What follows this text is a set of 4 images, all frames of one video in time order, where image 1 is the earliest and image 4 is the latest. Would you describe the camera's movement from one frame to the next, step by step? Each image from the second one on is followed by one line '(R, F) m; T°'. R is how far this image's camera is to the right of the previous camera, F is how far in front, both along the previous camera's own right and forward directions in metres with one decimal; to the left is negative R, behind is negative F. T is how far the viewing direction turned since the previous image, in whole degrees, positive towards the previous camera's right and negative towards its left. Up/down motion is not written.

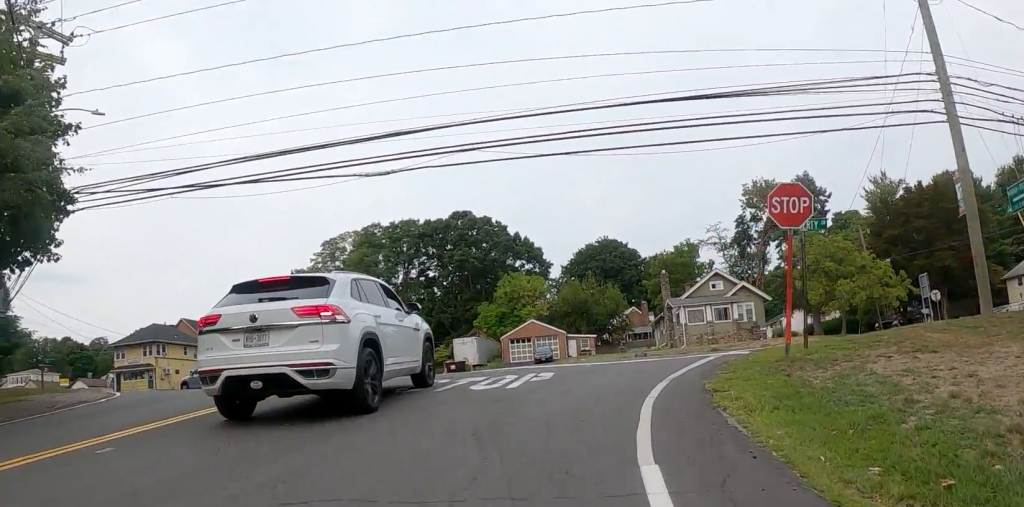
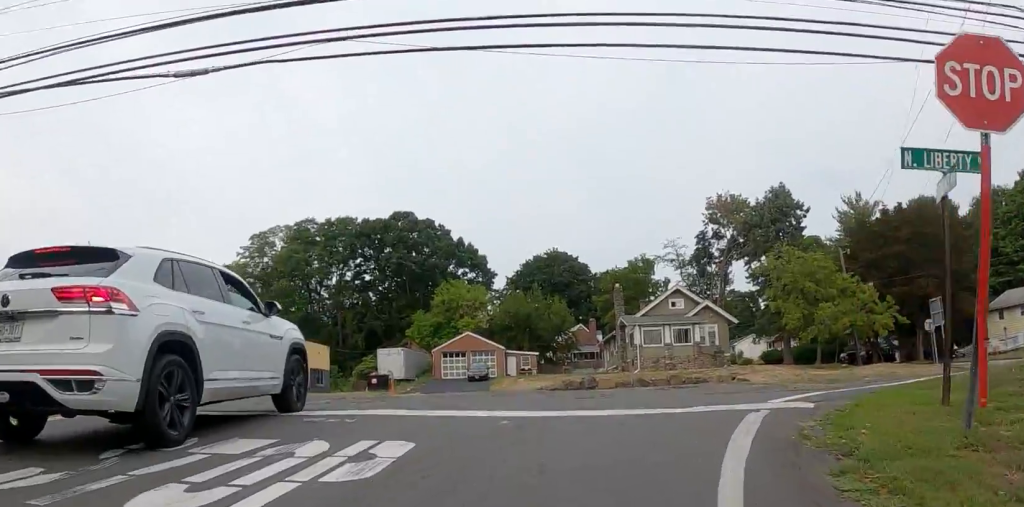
(-1.8, +6.4) m; -9°
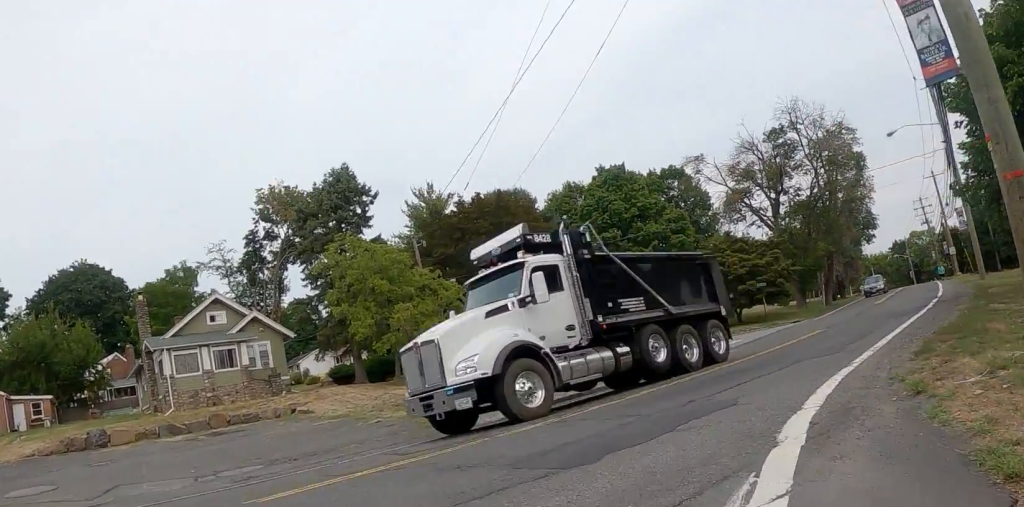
(+2.8, +7.1) m; +43°
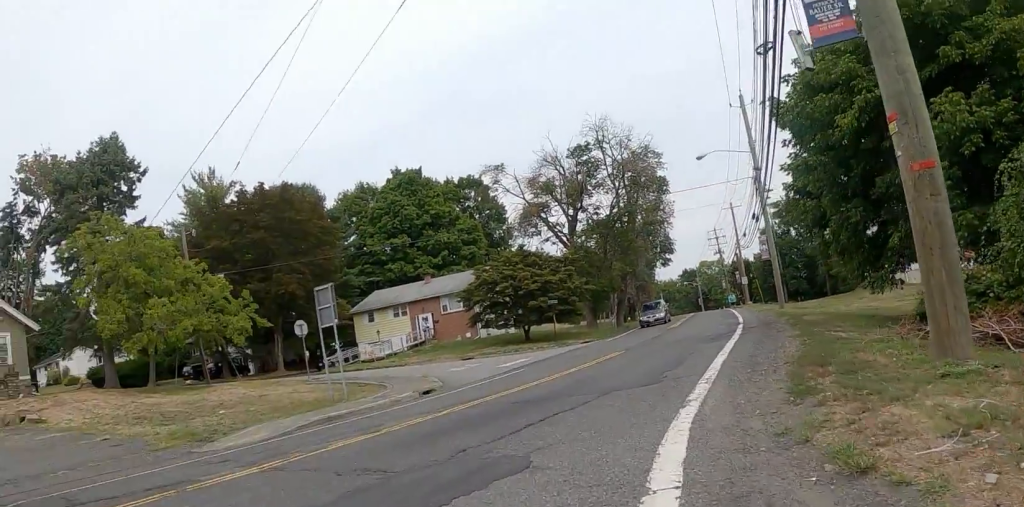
(+0.6, +2.2) m; +9°
